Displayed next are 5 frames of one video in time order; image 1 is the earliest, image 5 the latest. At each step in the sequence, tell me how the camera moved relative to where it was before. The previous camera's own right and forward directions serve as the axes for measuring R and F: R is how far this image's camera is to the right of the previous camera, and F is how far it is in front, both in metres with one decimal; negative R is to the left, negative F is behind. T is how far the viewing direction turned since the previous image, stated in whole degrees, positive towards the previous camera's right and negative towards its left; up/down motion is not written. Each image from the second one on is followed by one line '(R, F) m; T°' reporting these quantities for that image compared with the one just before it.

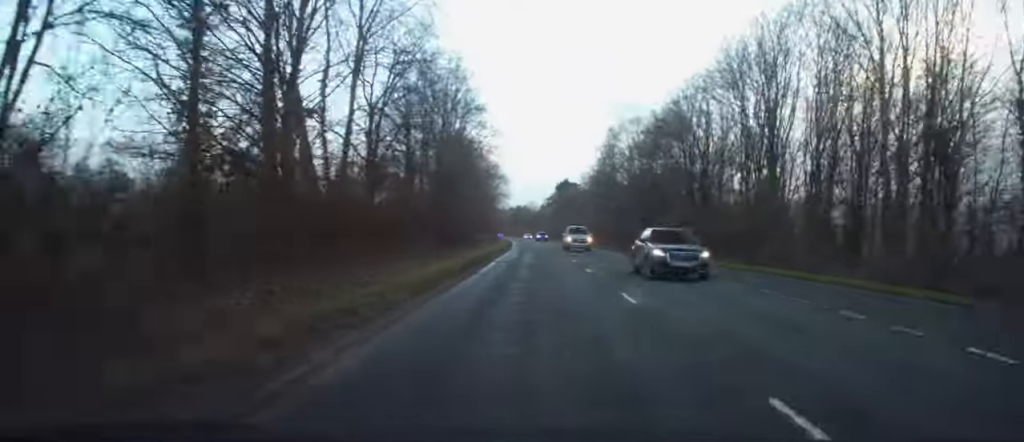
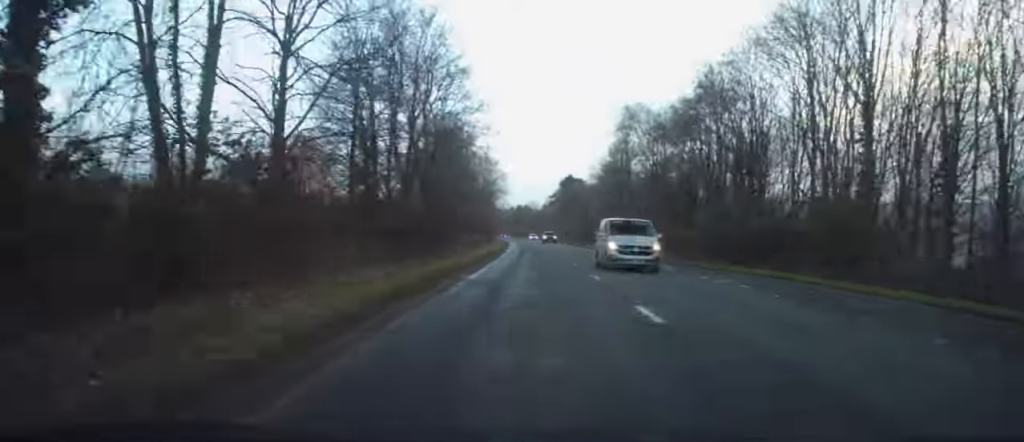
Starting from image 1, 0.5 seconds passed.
(0.0, +11.7) m; -1°
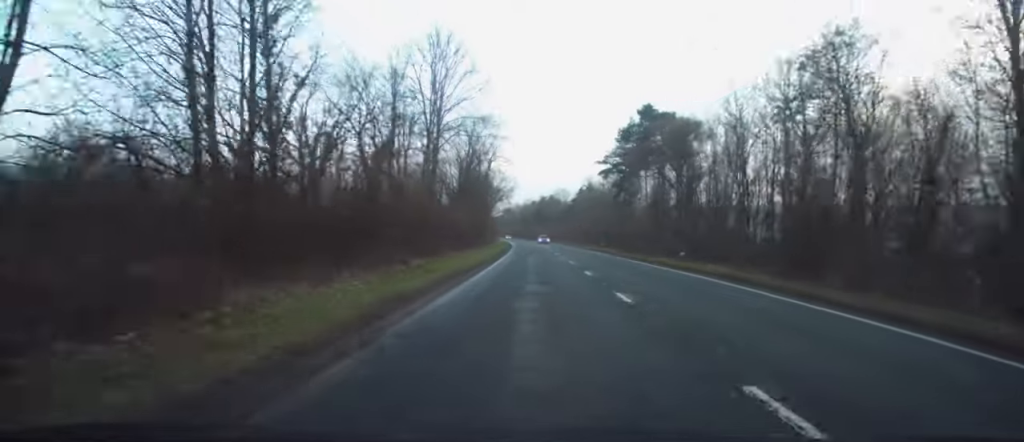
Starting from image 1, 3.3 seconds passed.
(-1.2, +68.4) m; -2°
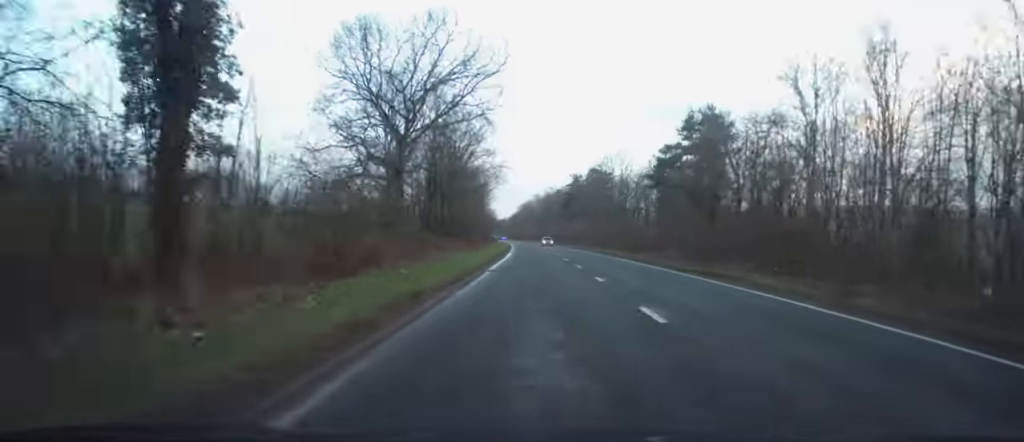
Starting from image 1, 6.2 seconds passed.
(-0.8, +73.8) m; -2°
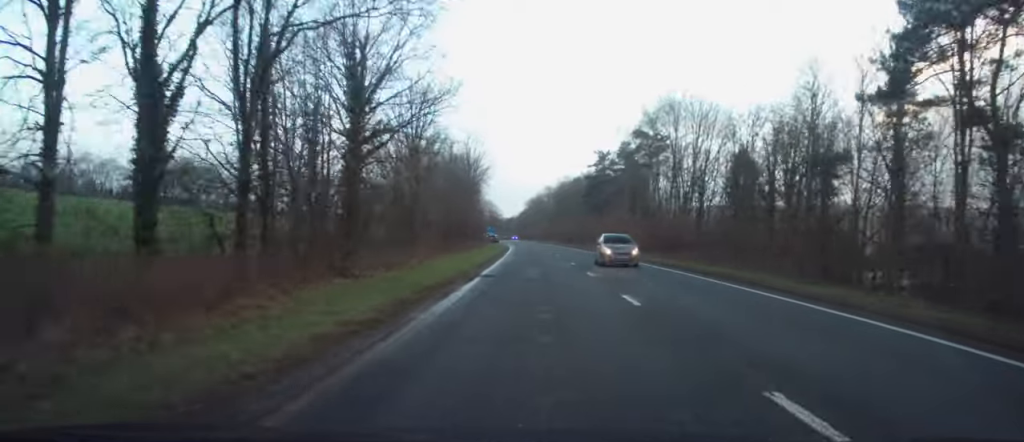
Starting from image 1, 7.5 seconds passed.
(-0.1, +33.2) m; -1°
